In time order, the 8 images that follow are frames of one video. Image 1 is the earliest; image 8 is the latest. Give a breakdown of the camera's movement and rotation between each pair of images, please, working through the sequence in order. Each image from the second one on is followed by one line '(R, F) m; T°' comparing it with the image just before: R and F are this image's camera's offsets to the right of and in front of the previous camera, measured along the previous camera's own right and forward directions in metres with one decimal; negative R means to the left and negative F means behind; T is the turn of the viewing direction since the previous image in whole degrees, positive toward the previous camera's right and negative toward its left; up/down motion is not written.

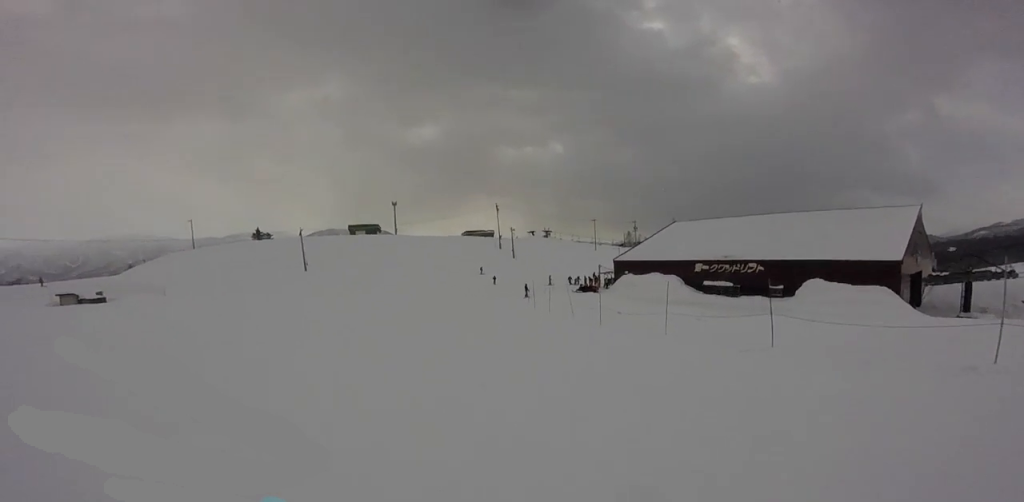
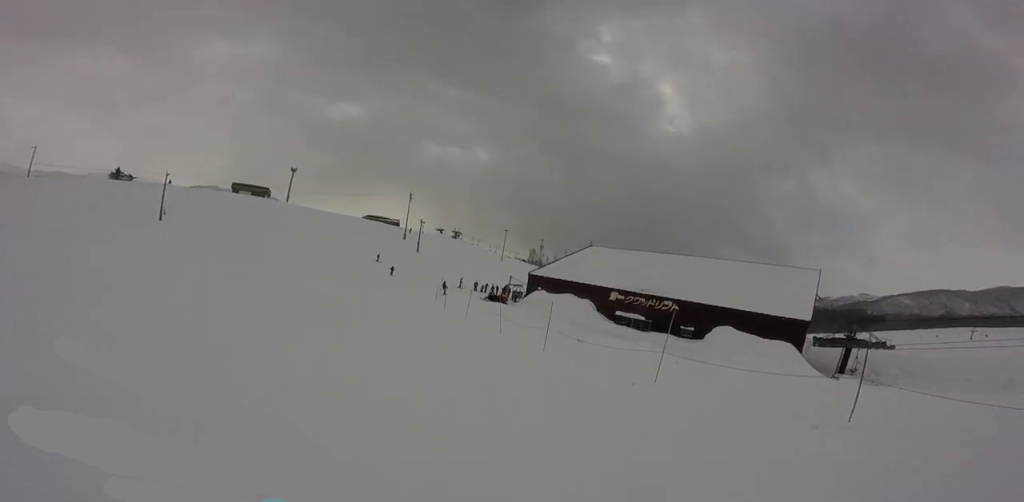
(+1.1, +5.0) m; +14°
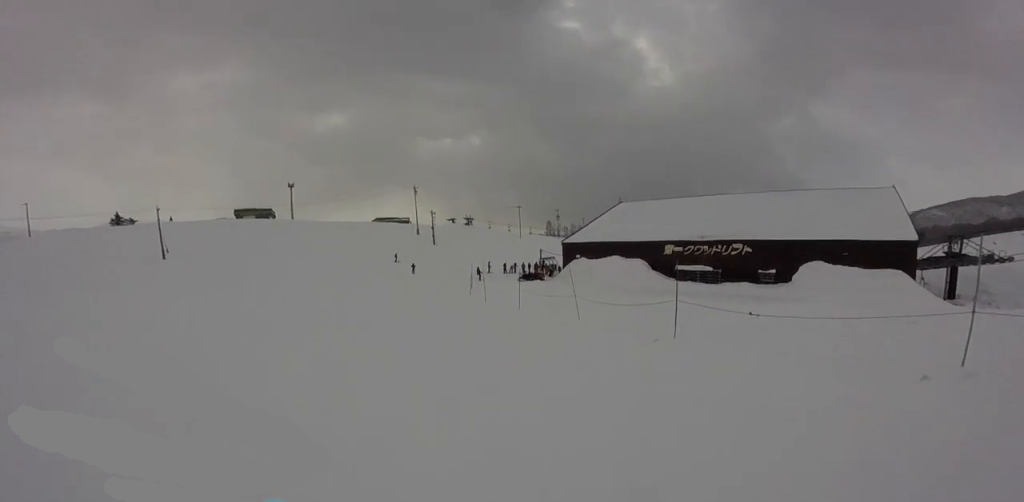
(+0.2, +4.6) m; 0°
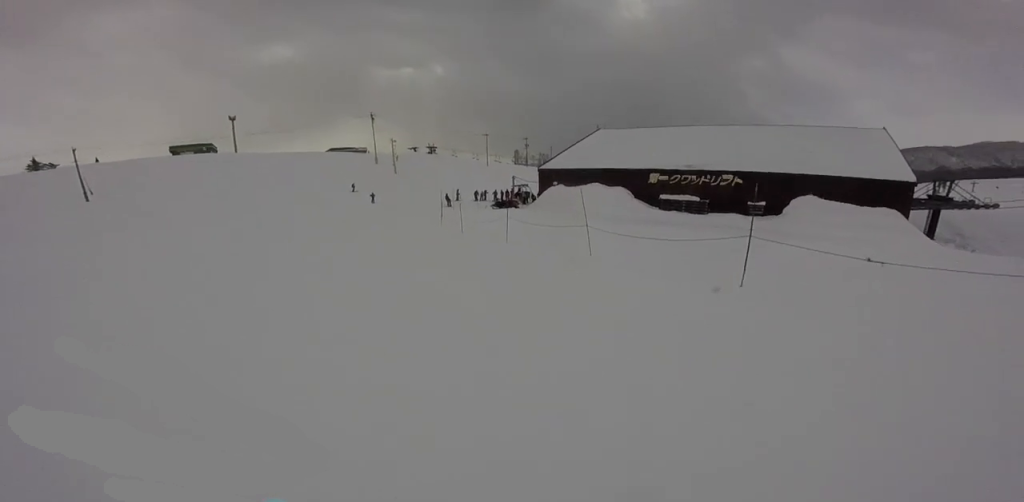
(-0.4, +2.5) m; 0°
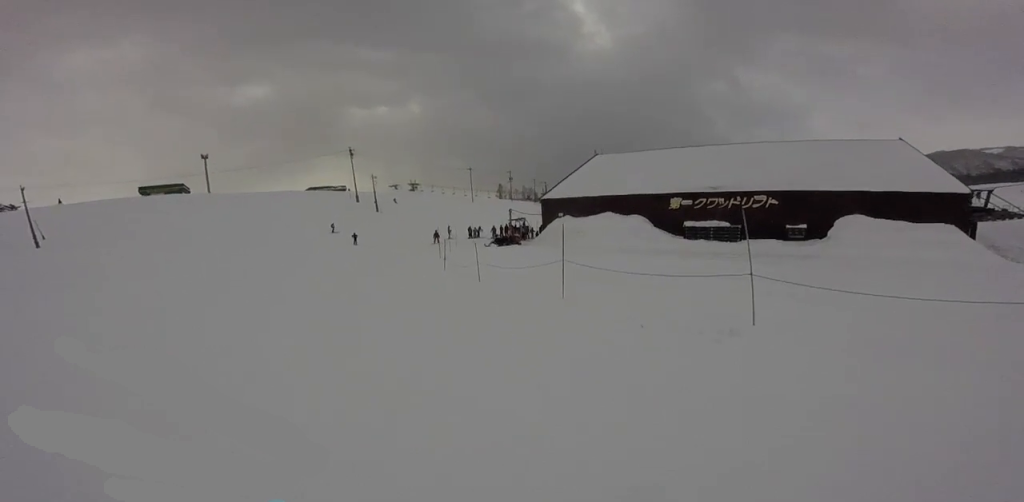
(+0.5, +4.6) m; +7°
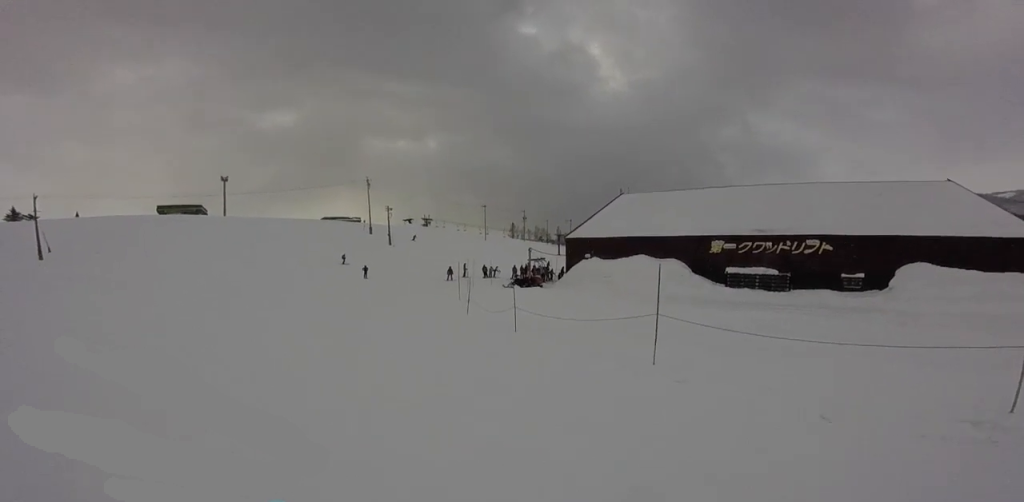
(0.0, +2.8) m; -3°
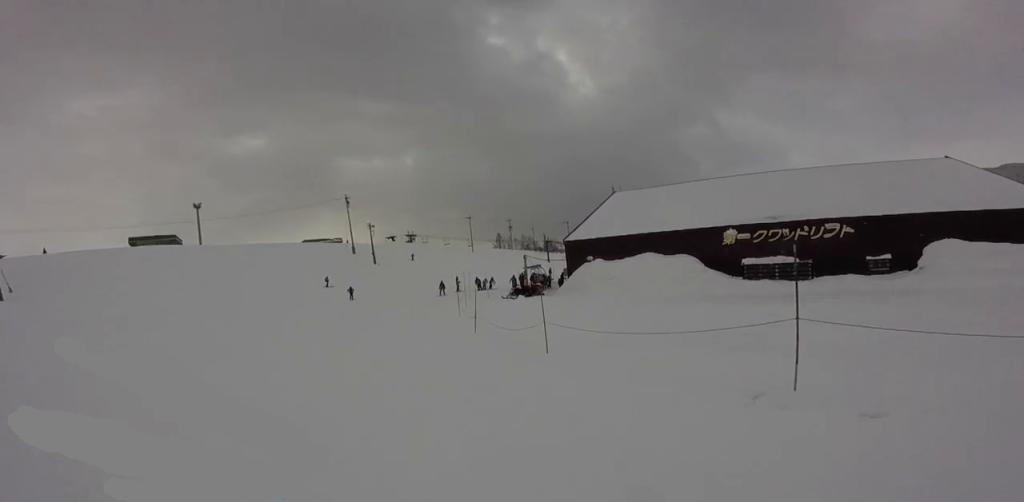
(+0.1, +2.5) m; -5°
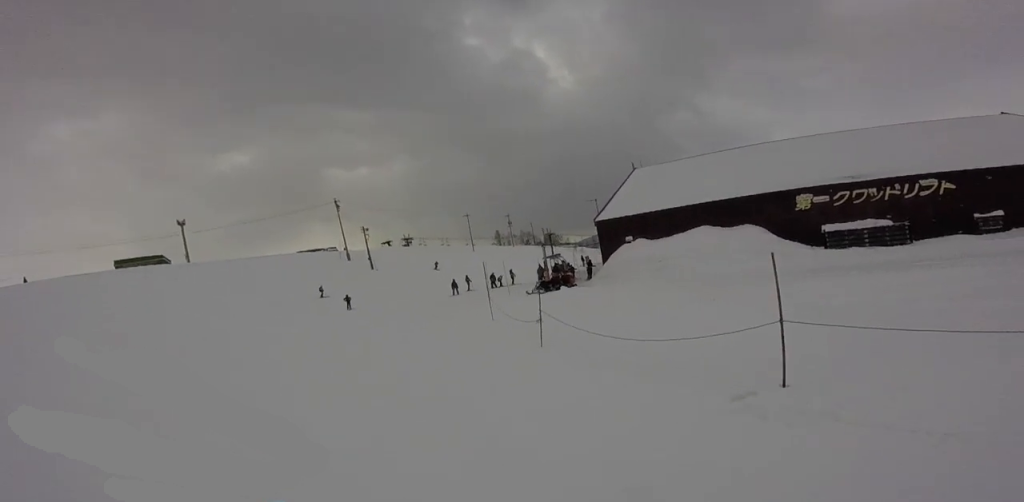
(-0.5, +5.1) m; +6°
